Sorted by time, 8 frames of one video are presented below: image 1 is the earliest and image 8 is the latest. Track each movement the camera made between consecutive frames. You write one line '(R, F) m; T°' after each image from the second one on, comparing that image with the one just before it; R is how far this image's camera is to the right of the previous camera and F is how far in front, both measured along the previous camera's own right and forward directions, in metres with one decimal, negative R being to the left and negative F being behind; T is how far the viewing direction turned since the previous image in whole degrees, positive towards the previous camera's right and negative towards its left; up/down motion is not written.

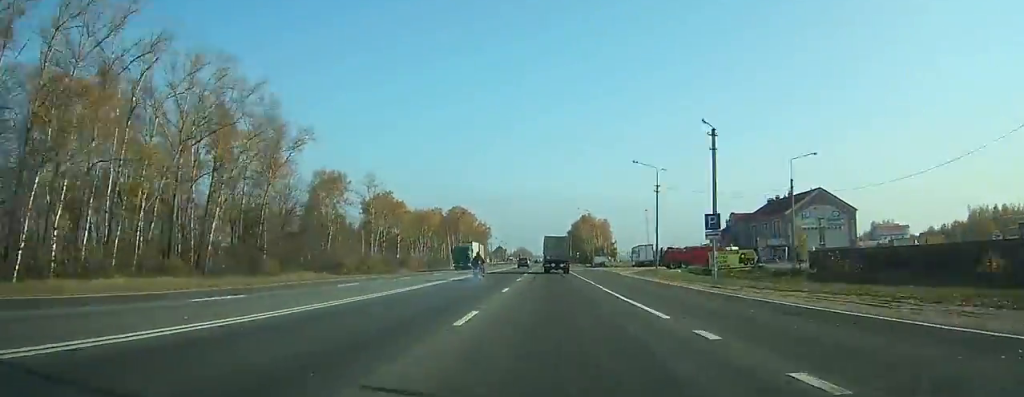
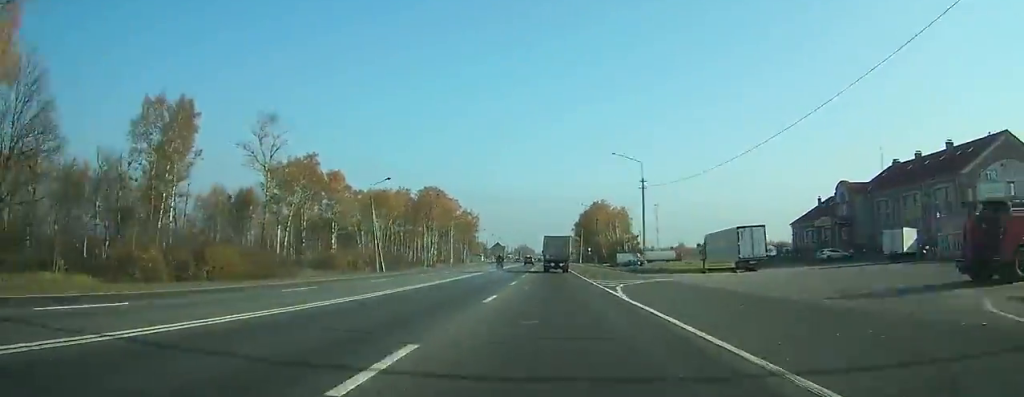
(0.0, +52.4) m; 0°
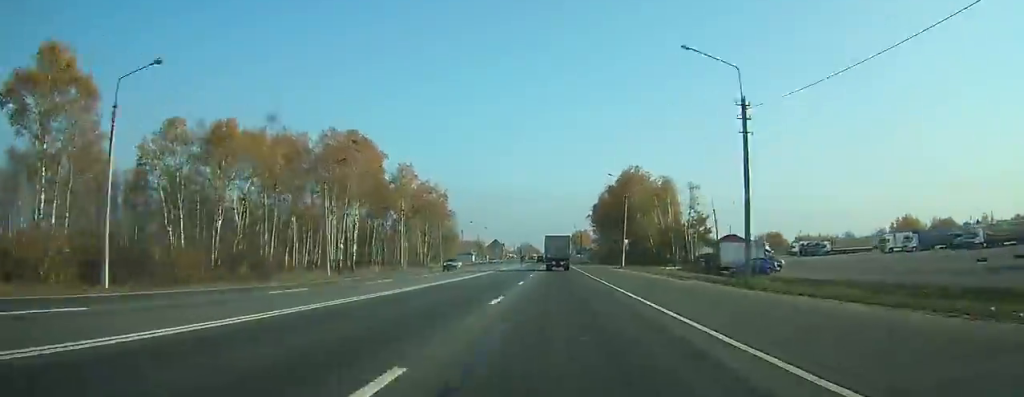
(+0.2, +73.4) m; 0°
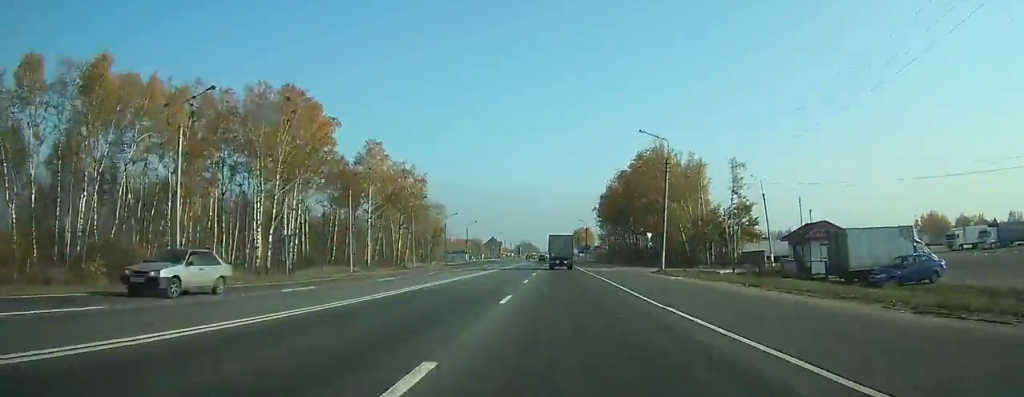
(-0.1, +24.9) m; 0°
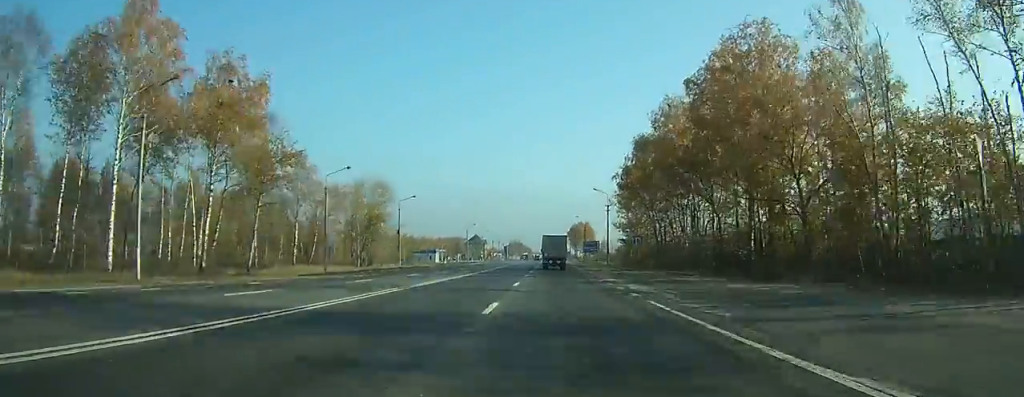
(+0.1, +65.2) m; 0°
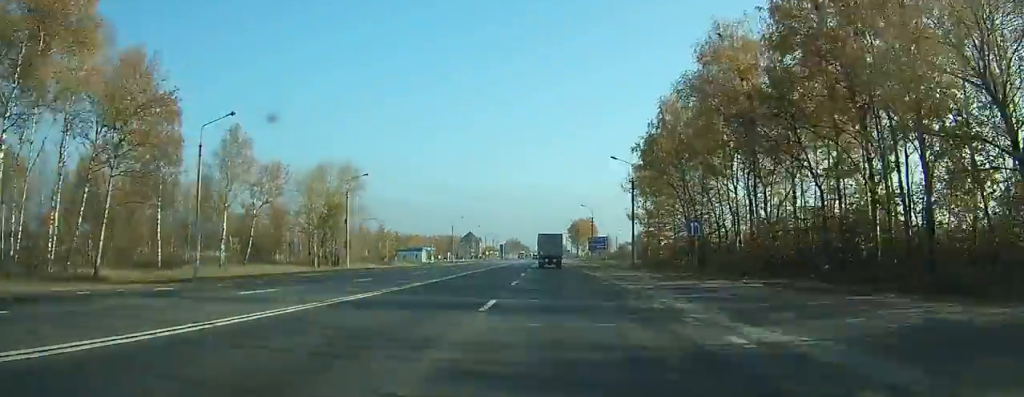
(+0.1, +24.3) m; 0°
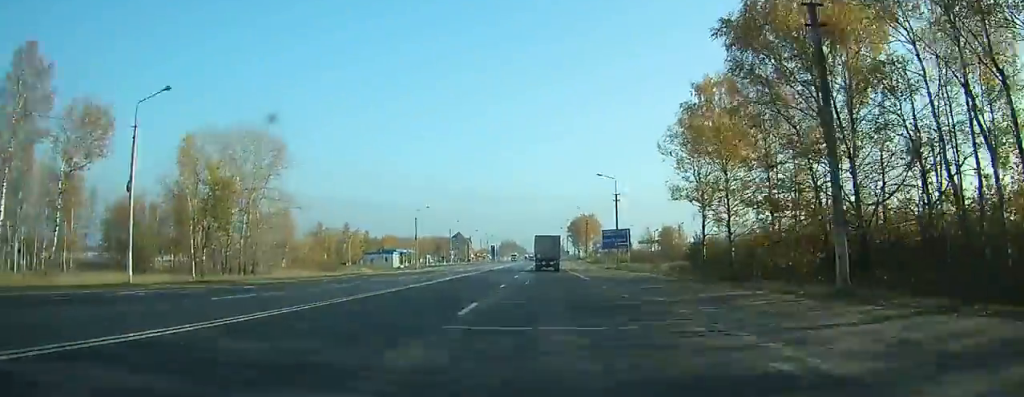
(+0.1, +37.5) m; 0°
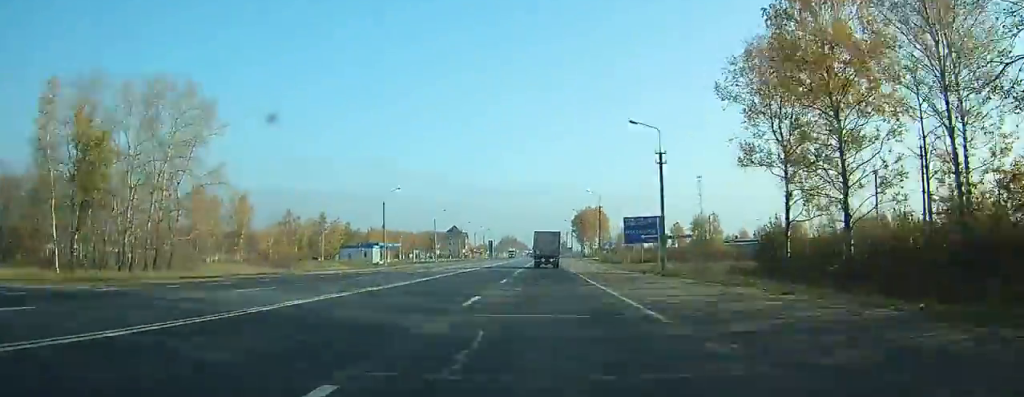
(+0.1, +22.1) m; 0°
